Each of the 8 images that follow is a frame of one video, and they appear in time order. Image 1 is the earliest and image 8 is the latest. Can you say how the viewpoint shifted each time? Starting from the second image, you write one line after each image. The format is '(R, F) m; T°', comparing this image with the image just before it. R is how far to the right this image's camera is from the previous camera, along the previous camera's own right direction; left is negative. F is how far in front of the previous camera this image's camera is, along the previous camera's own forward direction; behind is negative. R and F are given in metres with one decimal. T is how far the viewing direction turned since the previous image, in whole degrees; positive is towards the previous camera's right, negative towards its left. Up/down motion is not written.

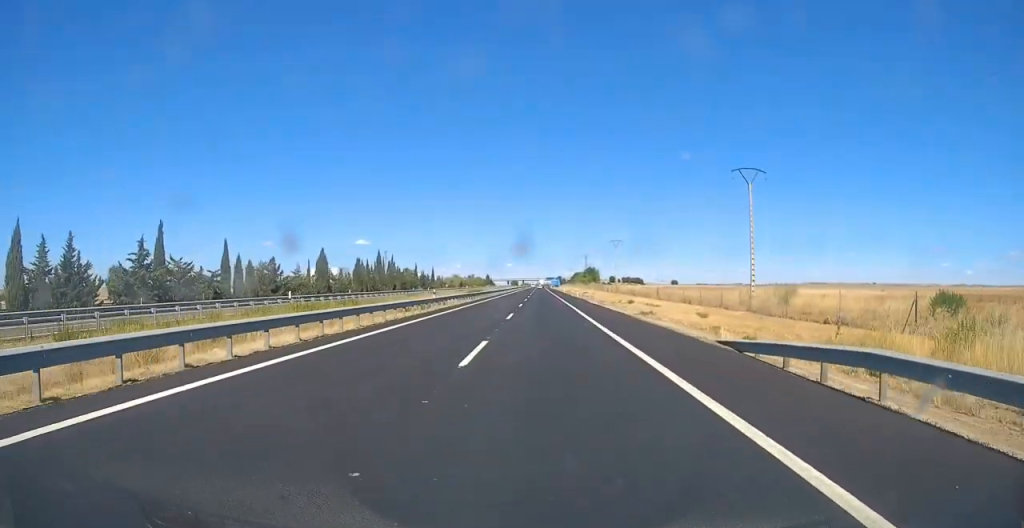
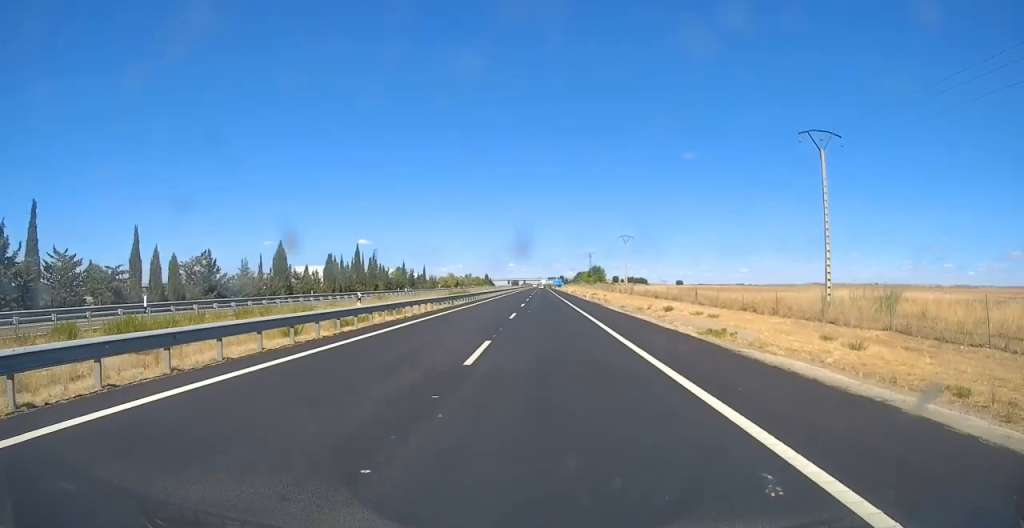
(-0.1, +16.8) m; 0°
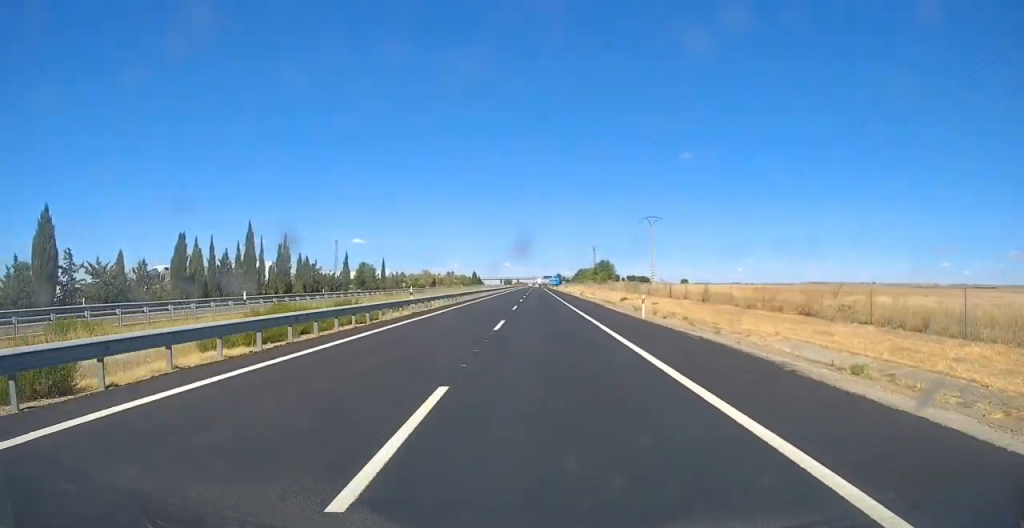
(+0.4, +41.9) m; +1°
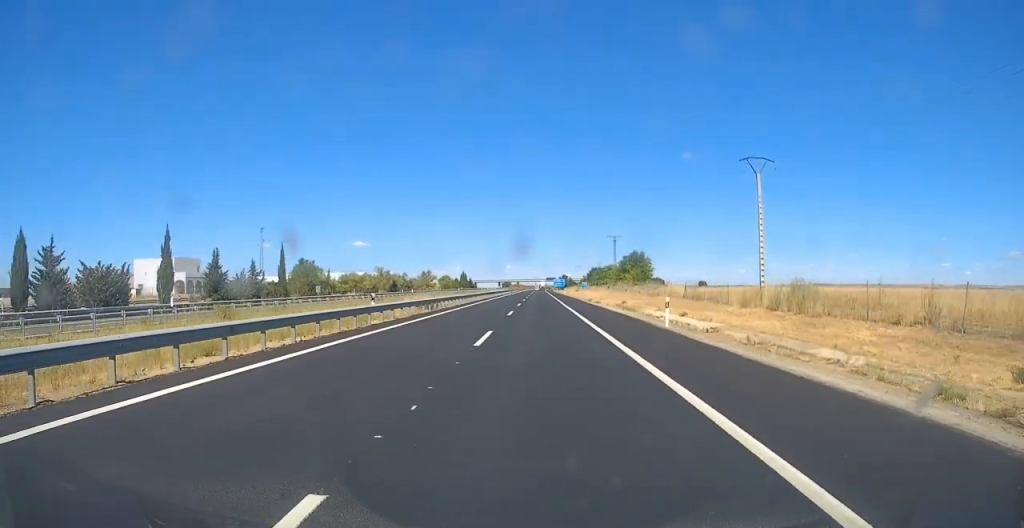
(-0.2, +55.7) m; 0°
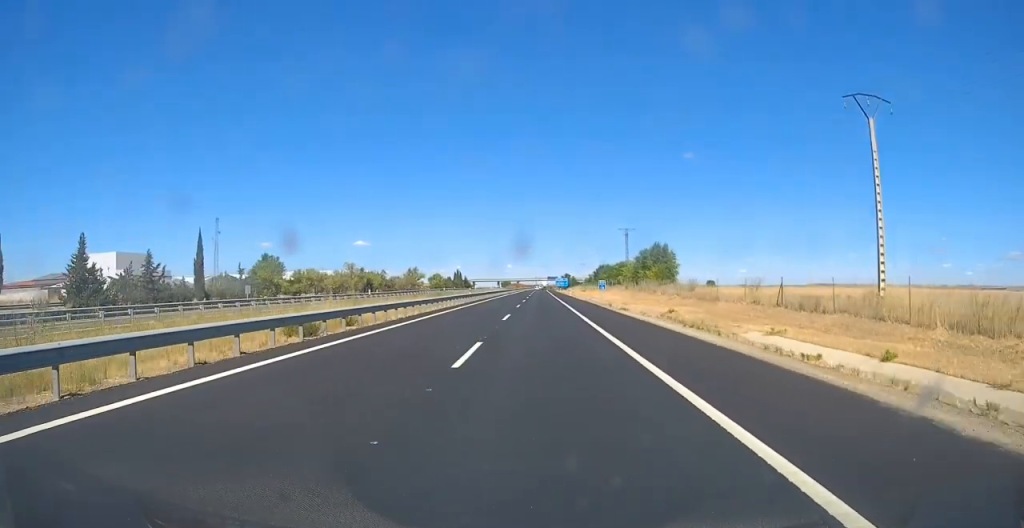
(+0.1, +21.5) m; 0°
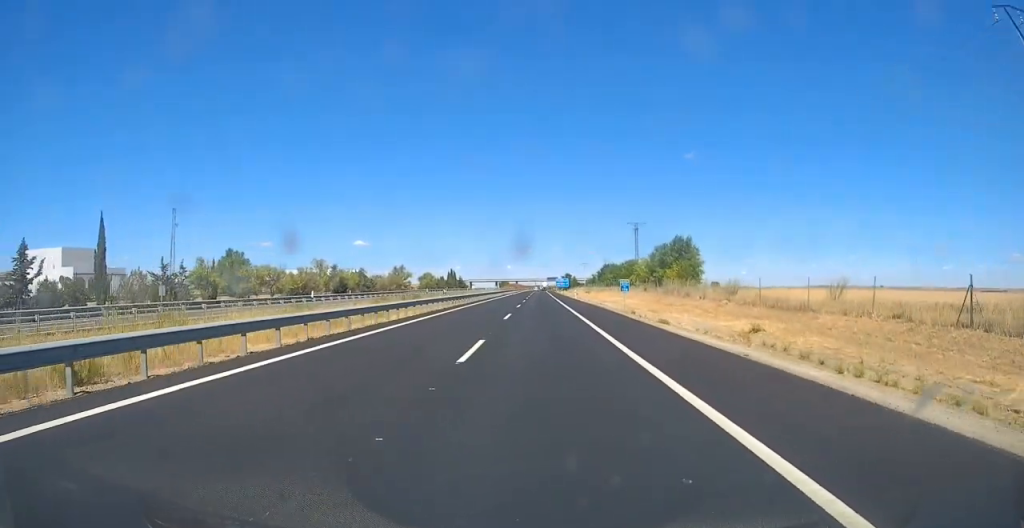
(-0.1, +15.7) m; 0°
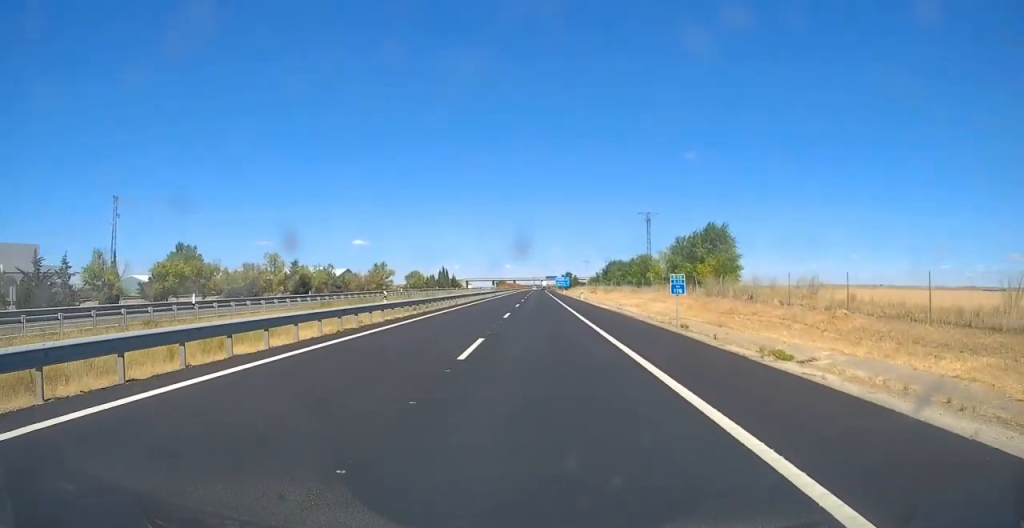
(0.0, +16.7) m; 0°
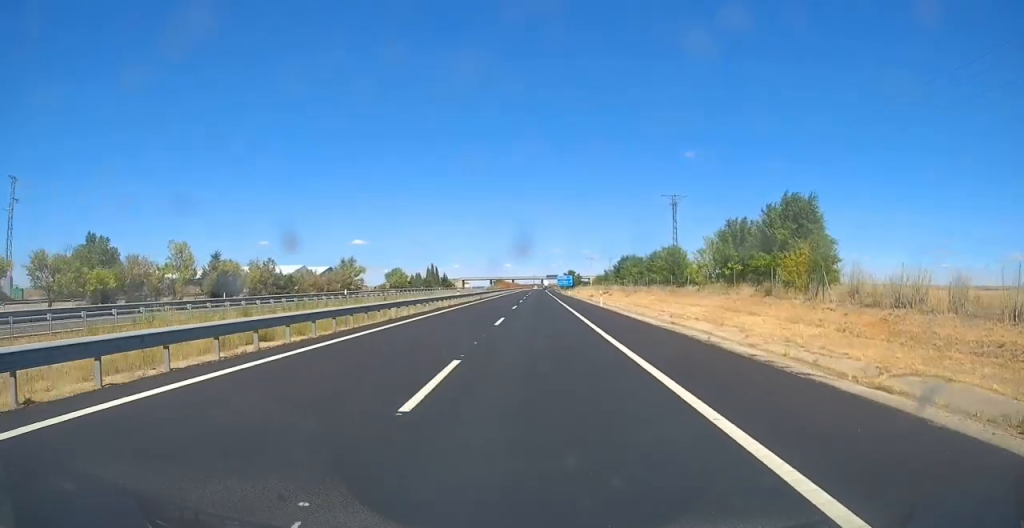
(+0.1, +22.6) m; 0°
